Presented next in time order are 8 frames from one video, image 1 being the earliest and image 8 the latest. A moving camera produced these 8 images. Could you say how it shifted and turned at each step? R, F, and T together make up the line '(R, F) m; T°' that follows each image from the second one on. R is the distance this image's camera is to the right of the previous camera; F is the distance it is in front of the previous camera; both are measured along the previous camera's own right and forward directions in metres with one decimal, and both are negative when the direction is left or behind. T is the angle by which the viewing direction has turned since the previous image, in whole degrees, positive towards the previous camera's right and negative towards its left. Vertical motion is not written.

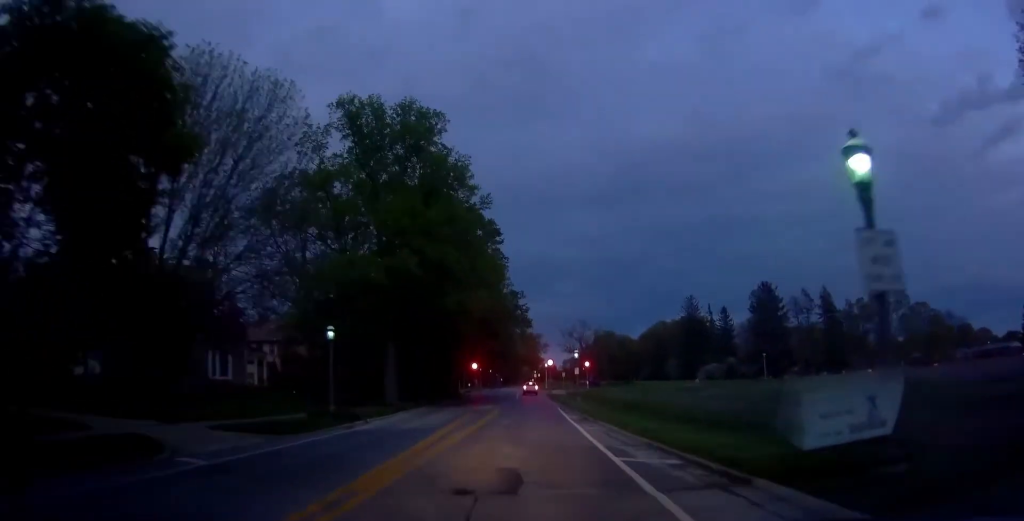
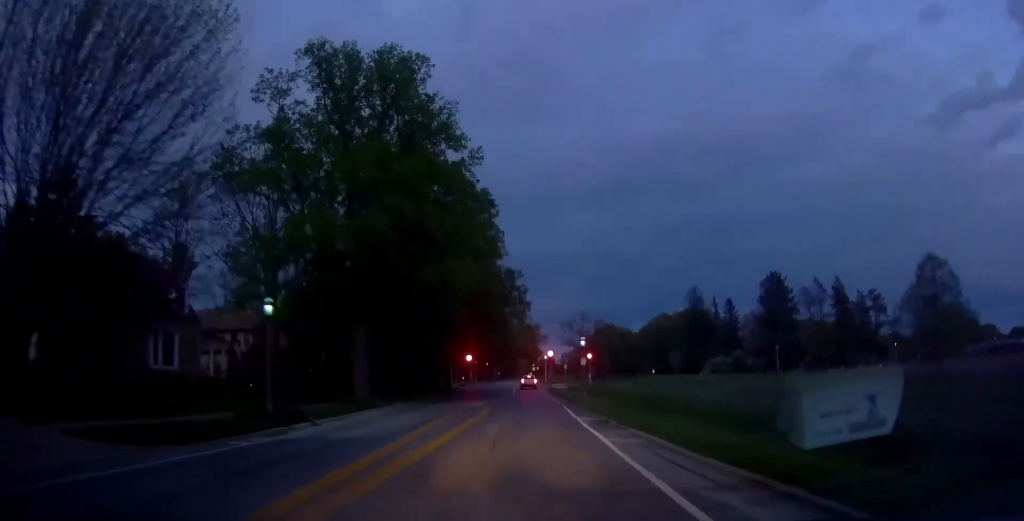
(+0.1, +6.5) m; +2°
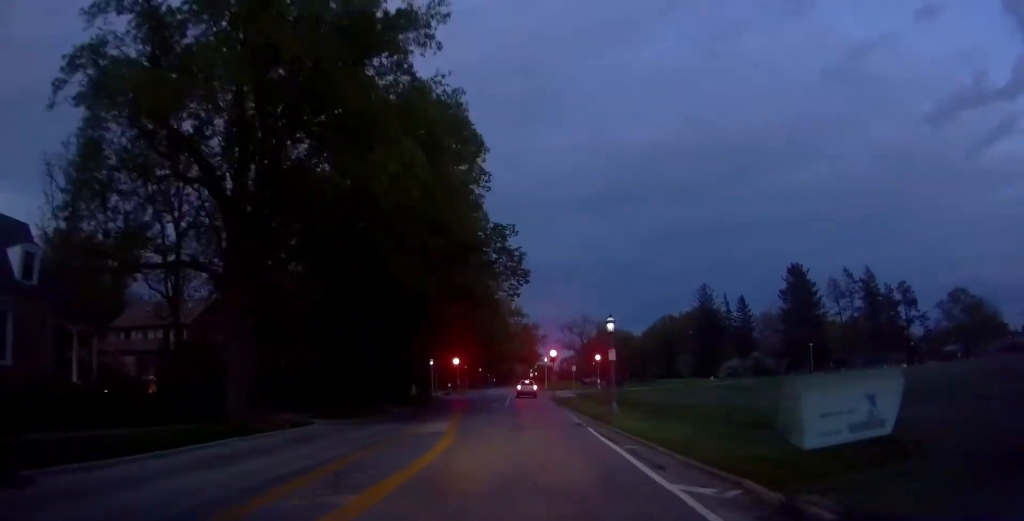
(+0.5, +14.3) m; +2°
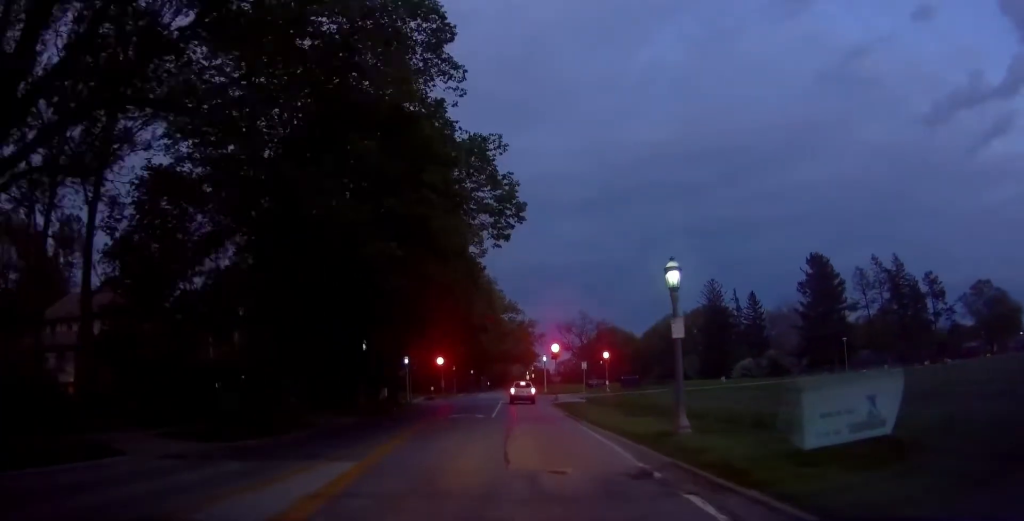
(0.0, +11.0) m; 0°
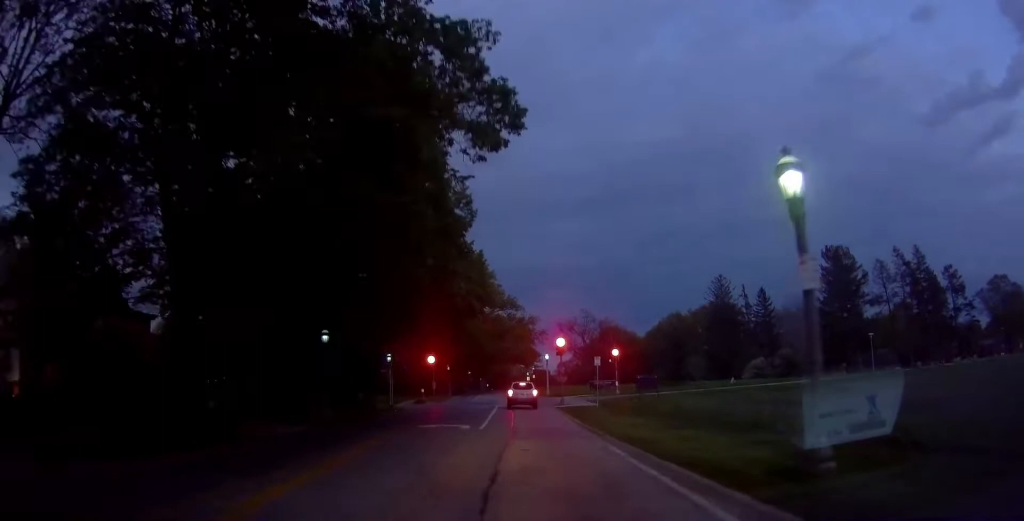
(0.0, +6.6) m; 0°
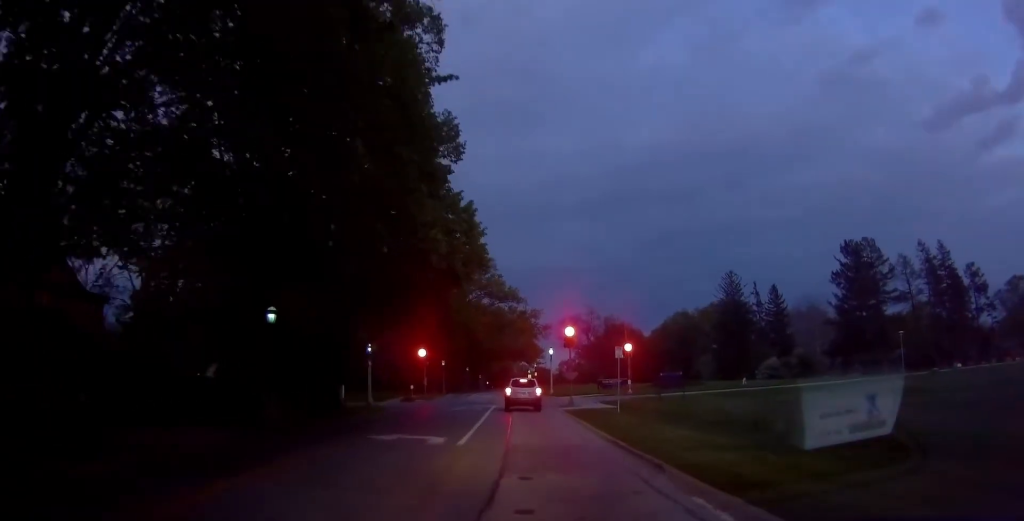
(0.0, +6.2) m; 0°
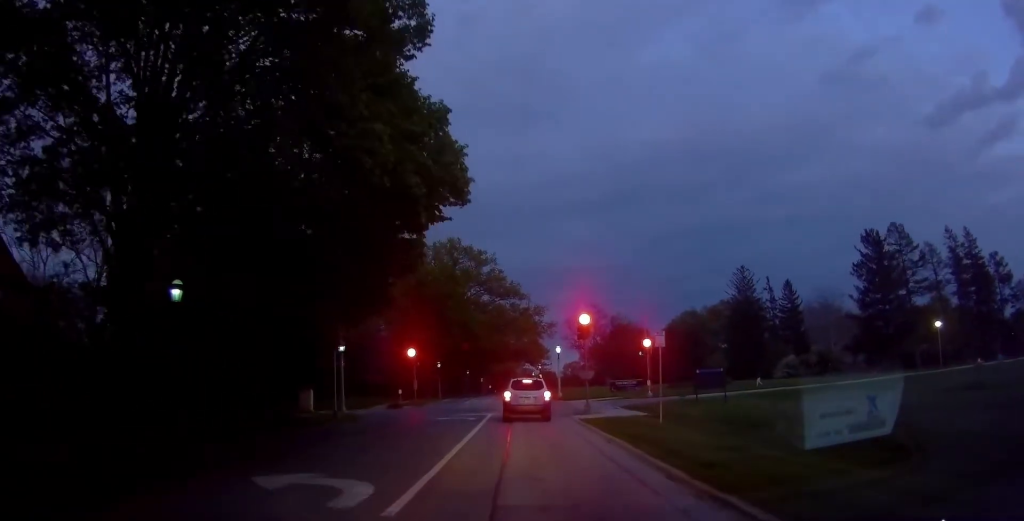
(-0.1, +6.5) m; -6°
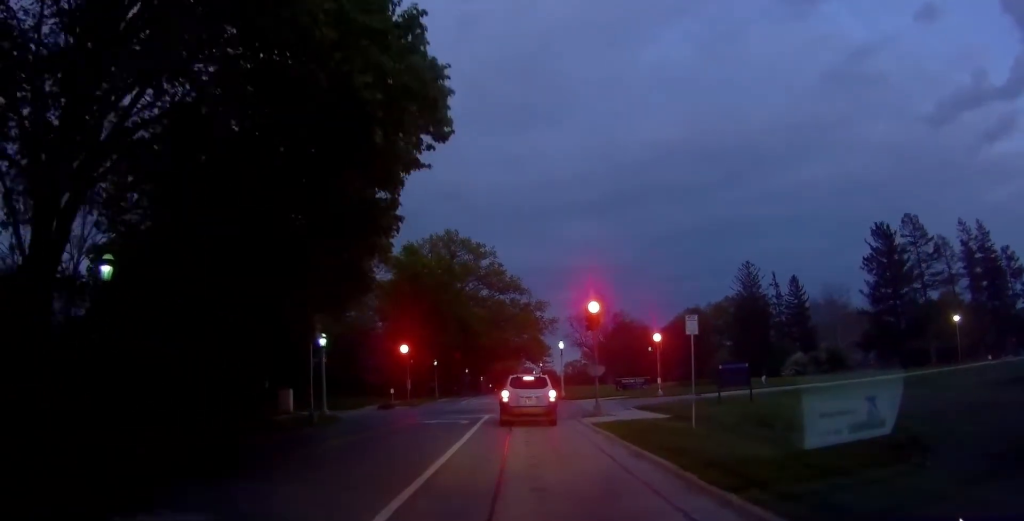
(-0.4, +3.2) m; -2°
